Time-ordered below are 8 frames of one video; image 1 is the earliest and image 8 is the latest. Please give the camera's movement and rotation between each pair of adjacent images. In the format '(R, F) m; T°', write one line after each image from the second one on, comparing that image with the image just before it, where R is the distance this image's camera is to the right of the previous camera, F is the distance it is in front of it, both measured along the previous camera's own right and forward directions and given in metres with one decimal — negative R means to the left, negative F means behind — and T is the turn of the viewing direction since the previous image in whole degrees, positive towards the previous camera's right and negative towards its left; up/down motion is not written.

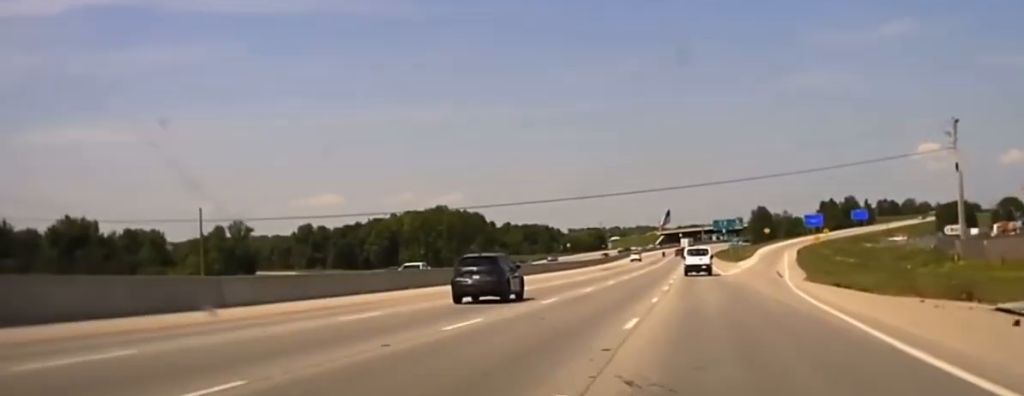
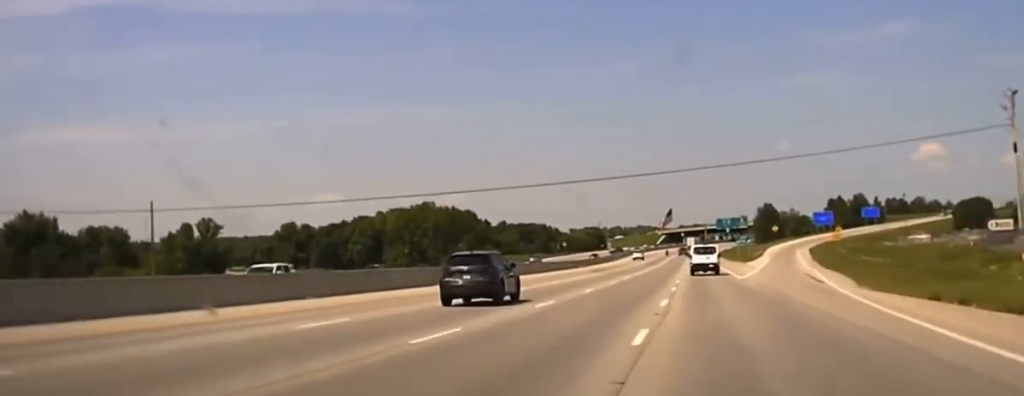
(0.0, +17.3) m; 0°
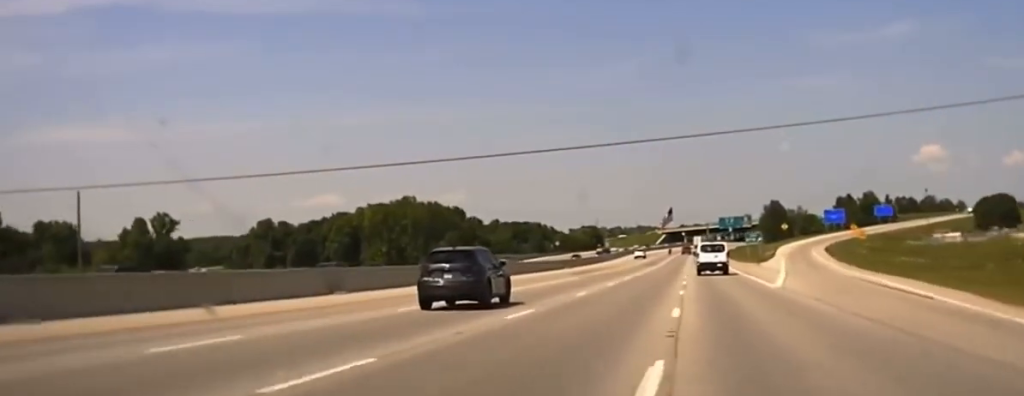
(0.0, +22.4) m; 0°
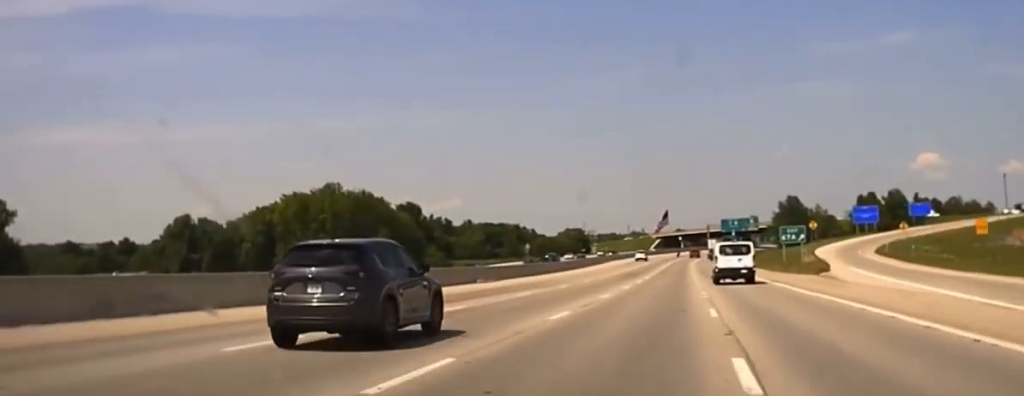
(+0.3, +54.4) m; +1°
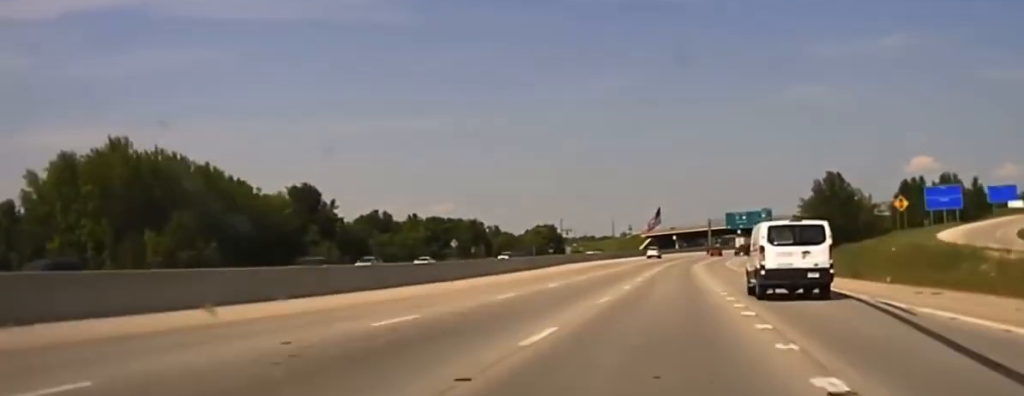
(+0.5, +67.7) m; 0°
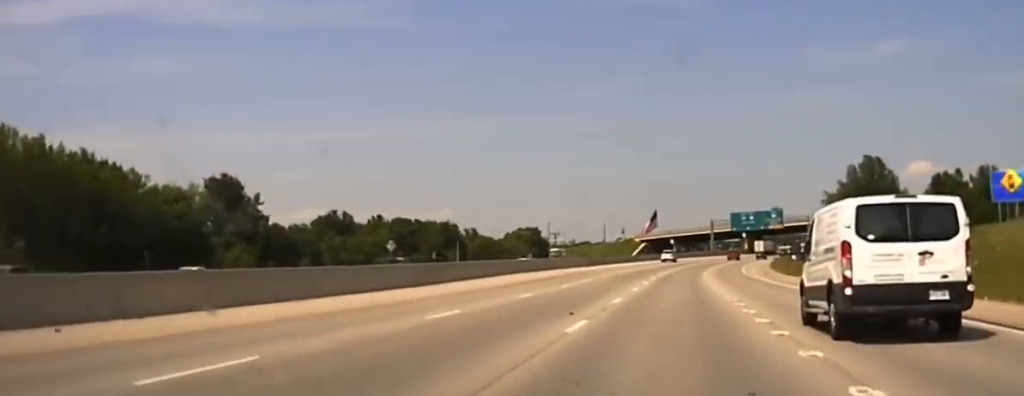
(-0.1, +29.2) m; 0°
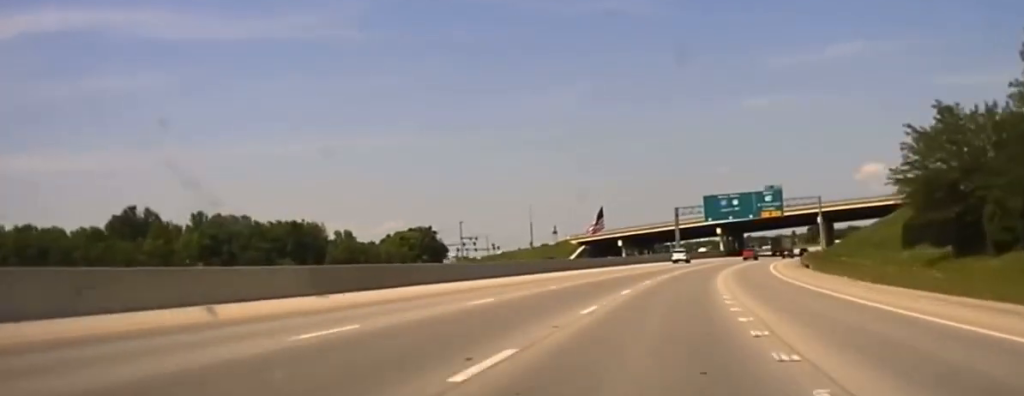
(+1.1, +73.3) m; +3°
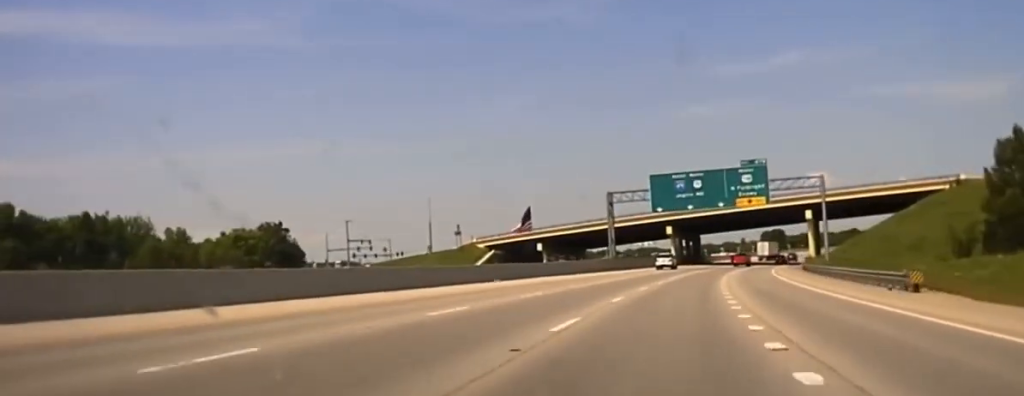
(+1.8, +55.0) m; +4°
